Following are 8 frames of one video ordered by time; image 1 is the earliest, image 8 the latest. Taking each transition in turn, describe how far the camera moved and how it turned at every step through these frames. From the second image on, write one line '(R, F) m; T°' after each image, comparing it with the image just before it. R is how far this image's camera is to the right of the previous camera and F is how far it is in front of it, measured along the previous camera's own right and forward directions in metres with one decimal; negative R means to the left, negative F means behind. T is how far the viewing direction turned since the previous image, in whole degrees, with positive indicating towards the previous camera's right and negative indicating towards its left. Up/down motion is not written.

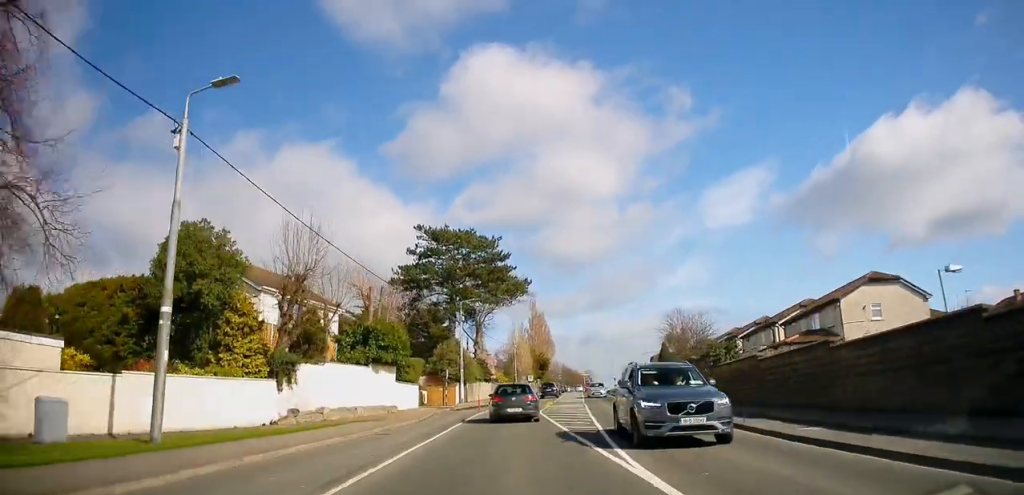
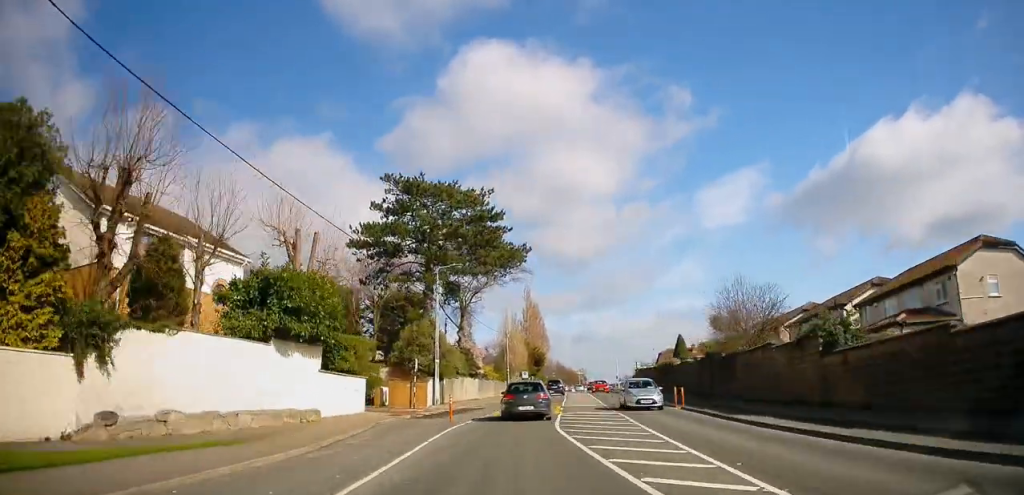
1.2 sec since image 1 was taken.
(+2.0, +13.6) m; +4°
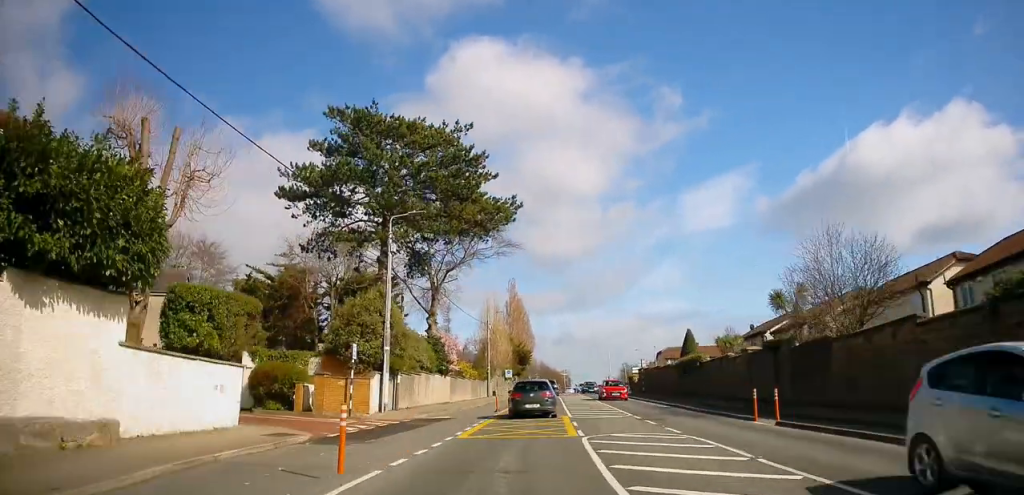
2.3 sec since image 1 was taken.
(-1.5, +12.1) m; -3°
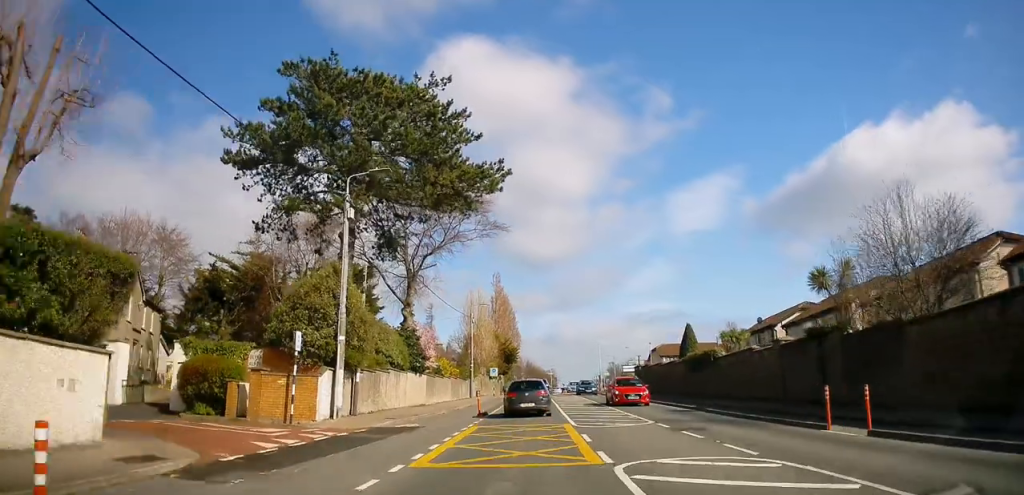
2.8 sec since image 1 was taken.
(+0.3, +5.3) m; +3°
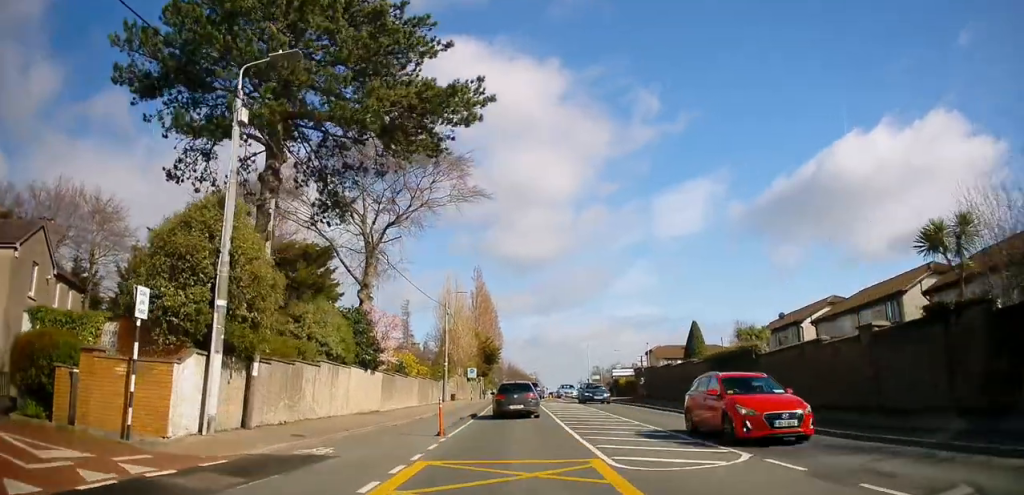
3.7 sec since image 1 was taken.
(+0.3, +8.4) m; +2°
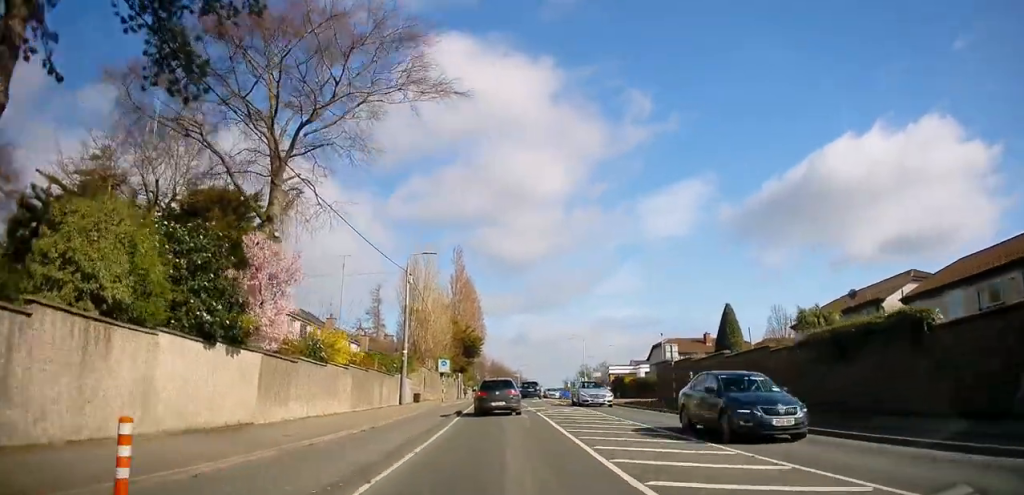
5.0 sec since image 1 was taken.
(+0.1, +12.8) m; +1°
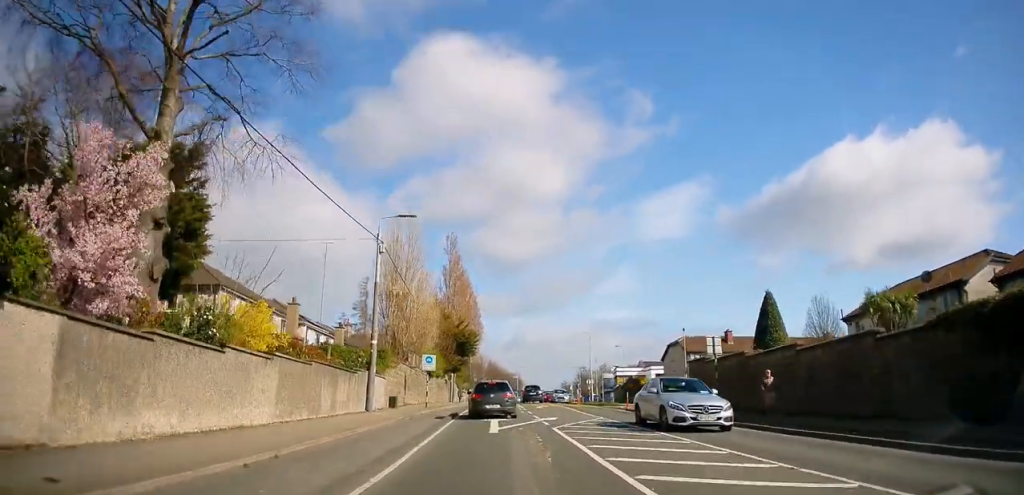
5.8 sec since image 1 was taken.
(0.0, +7.9) m; -1°
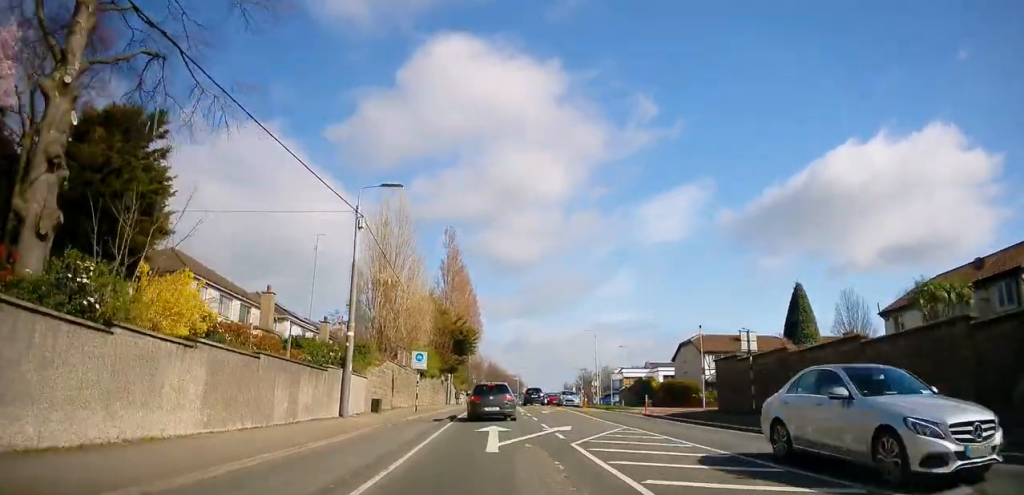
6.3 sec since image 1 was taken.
(0.0, +4.4) m; -1°
